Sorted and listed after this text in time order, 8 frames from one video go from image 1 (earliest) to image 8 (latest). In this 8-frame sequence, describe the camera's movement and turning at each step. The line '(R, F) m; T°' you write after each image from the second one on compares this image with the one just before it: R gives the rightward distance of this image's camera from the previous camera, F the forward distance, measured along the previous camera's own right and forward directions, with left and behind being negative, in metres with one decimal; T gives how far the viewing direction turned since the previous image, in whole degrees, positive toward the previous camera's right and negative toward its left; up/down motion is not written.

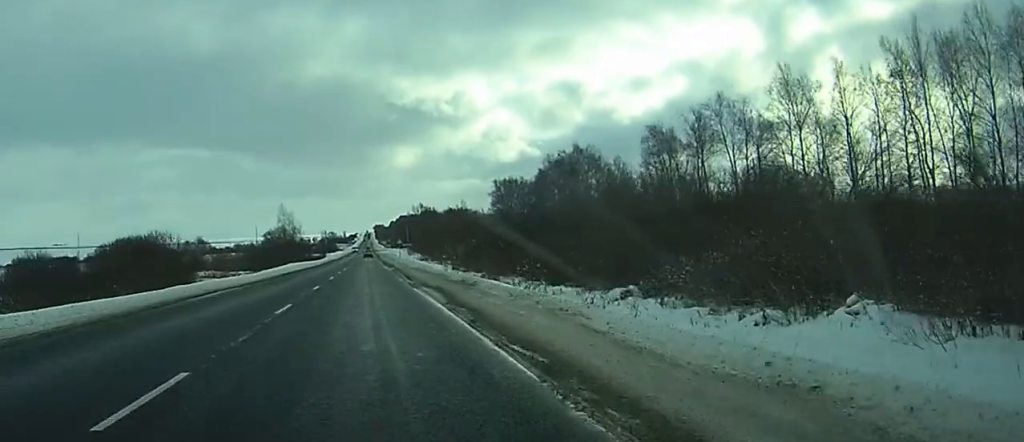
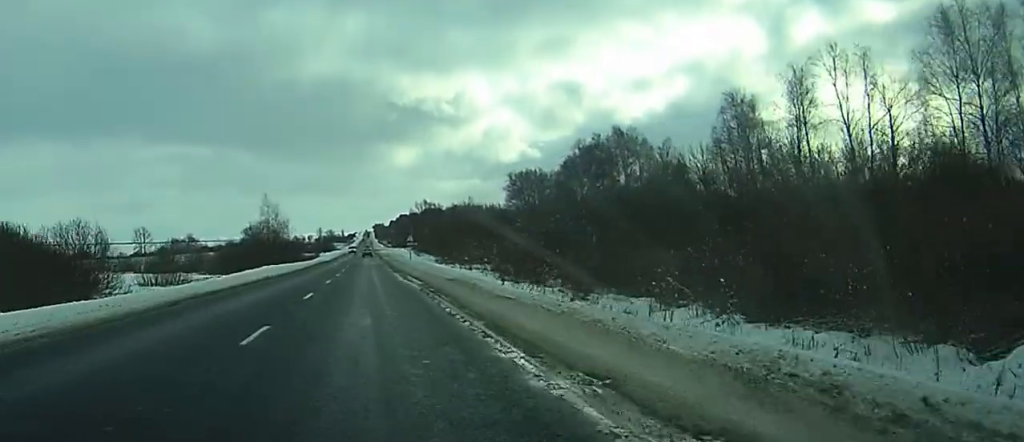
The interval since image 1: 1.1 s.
(-1.1, +26.9) m; -1°
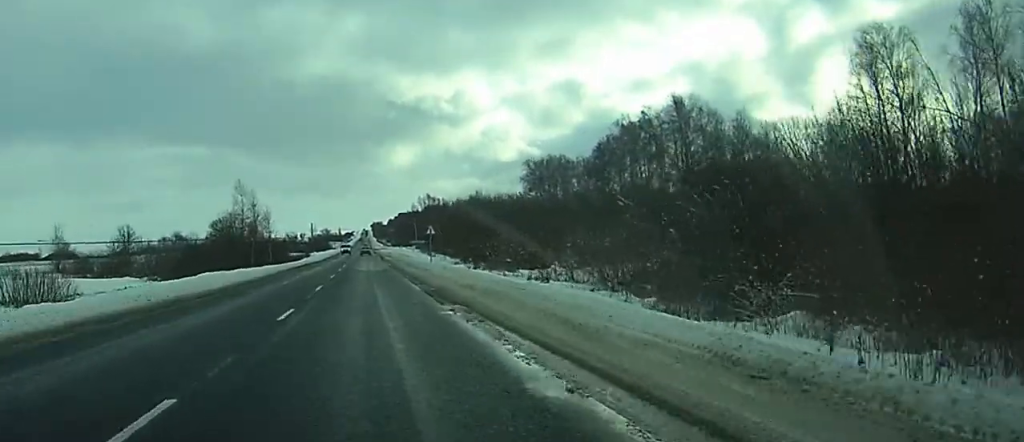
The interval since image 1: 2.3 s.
(+0.8, +28.3) m; +2°
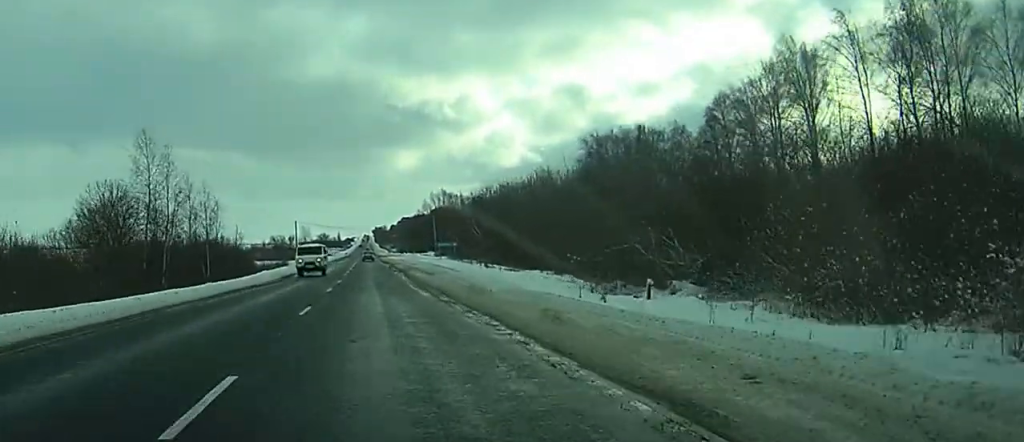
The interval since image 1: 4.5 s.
(+1.0, +54.2) m; +1°
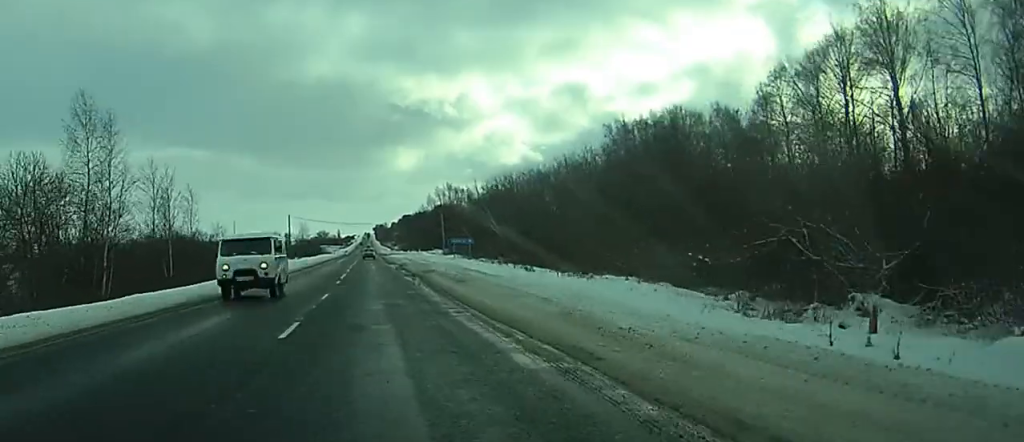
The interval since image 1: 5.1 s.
(-0.3, +15.7) m; +1°
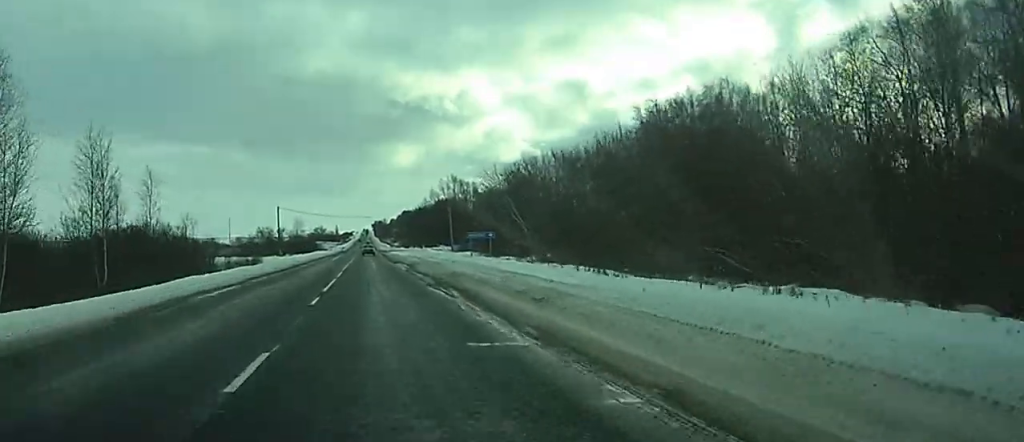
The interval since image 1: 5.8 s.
(+0.4, +16.6) m; 0°
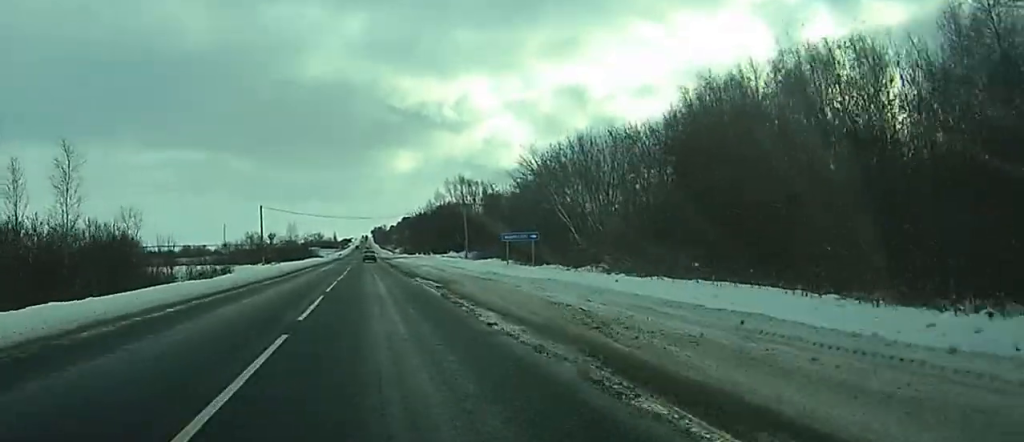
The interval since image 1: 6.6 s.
(0.0, +20.8) m; 0°
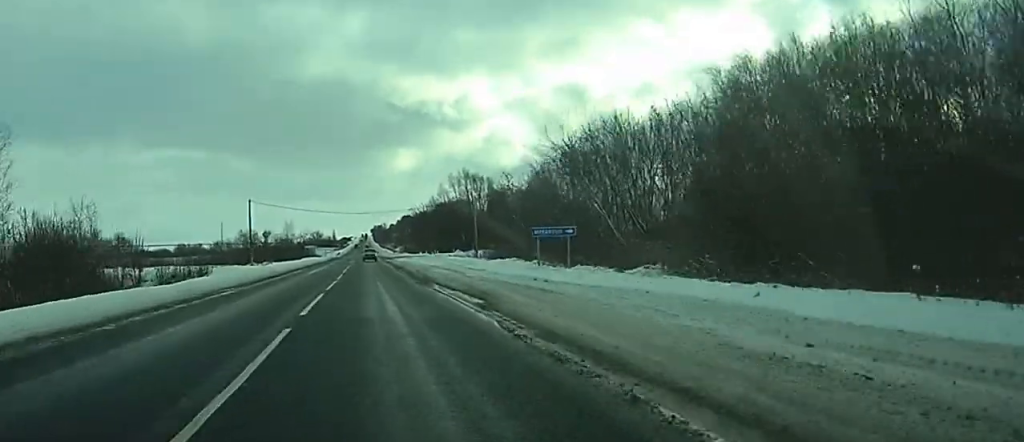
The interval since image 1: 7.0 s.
(-0.4, +10.8) m; 0°
